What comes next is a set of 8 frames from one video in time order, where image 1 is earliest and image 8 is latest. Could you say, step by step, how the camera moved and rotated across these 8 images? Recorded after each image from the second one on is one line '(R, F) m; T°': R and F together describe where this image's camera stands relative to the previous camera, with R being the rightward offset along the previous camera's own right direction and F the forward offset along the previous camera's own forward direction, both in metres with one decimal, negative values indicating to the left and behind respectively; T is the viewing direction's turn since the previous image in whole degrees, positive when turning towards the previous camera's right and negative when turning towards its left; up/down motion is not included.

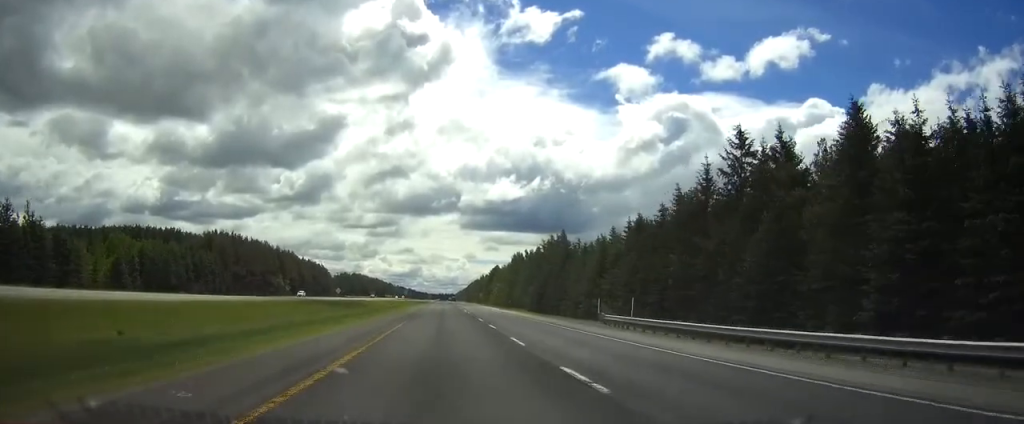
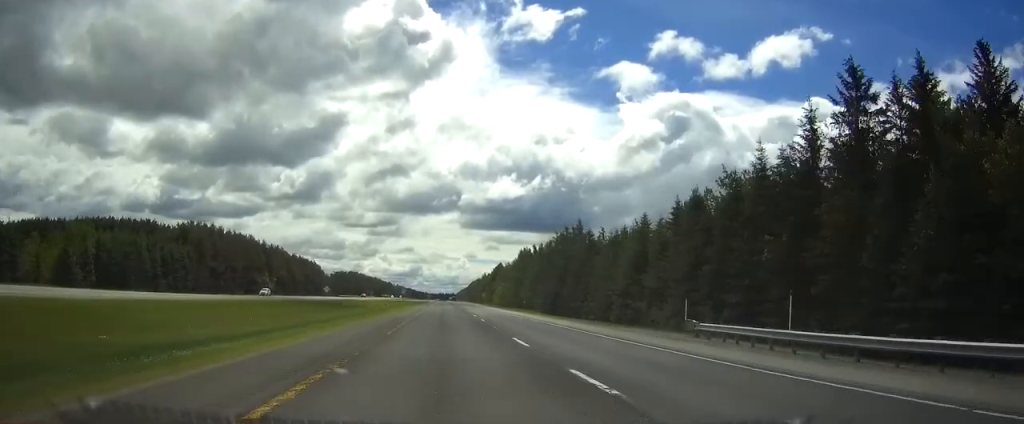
(+0.1, +18.7) m; 0°
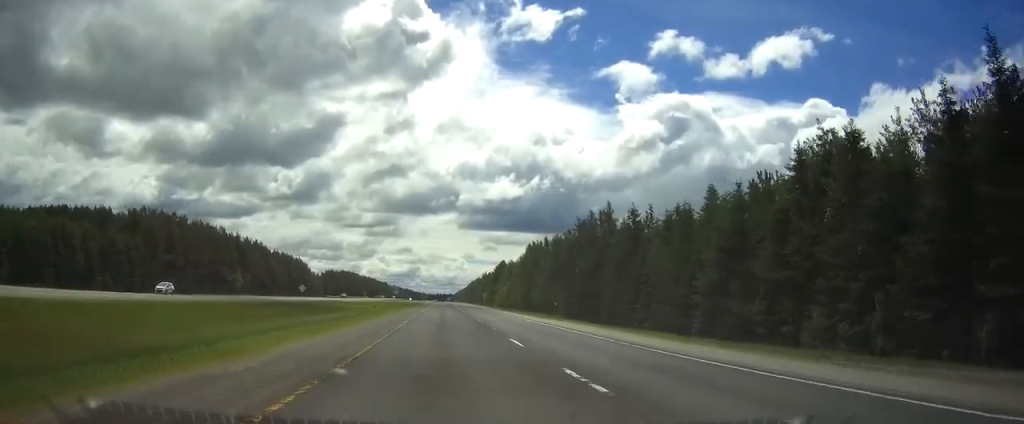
(-0.2, +26.5) m; 0°
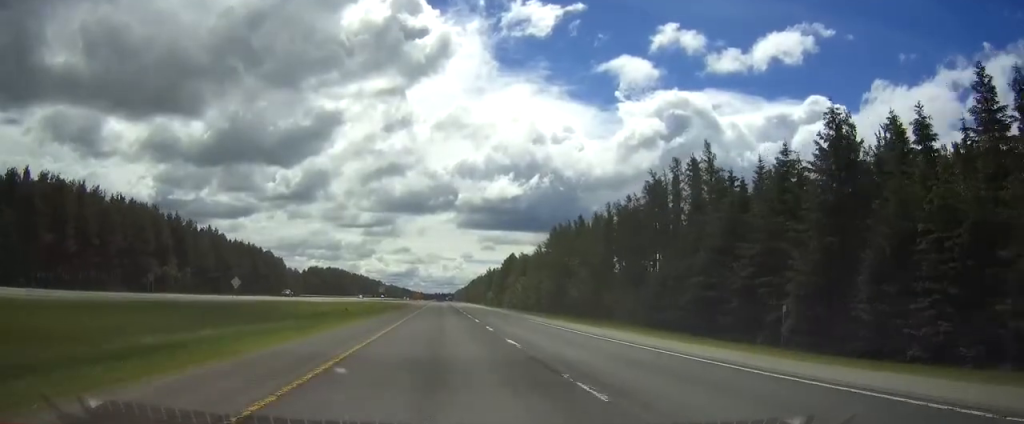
(+0.1, +45.1) m; 0°
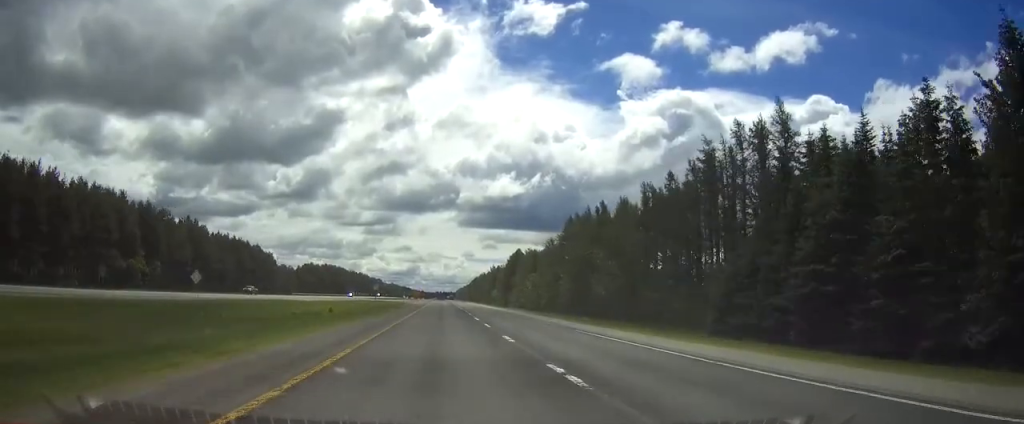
(0.0, +16.6) m; 0°
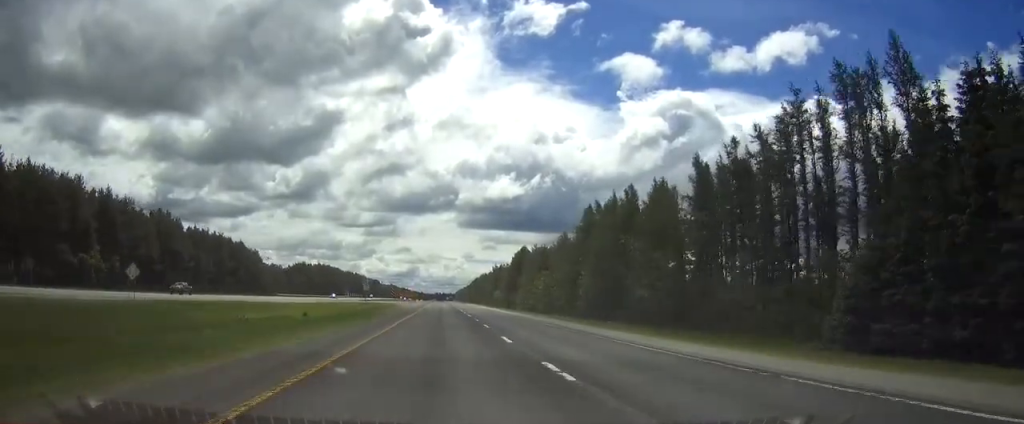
(0.0, +17.6) m; 0°
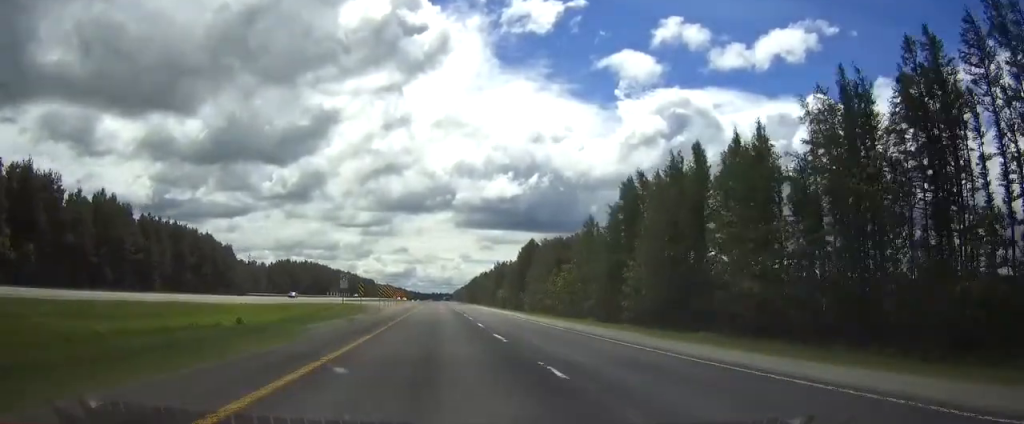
(+0.1, +26.3) m; 0°
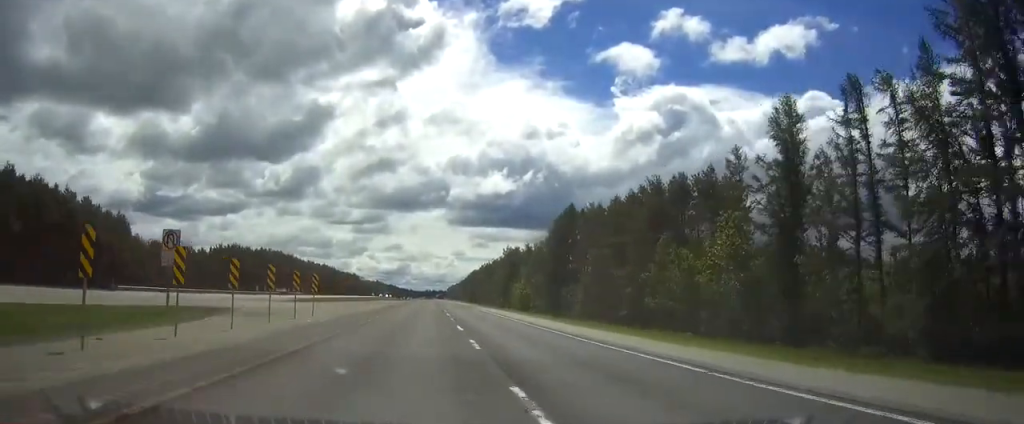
(+0.1, +66.9) m; +1°
